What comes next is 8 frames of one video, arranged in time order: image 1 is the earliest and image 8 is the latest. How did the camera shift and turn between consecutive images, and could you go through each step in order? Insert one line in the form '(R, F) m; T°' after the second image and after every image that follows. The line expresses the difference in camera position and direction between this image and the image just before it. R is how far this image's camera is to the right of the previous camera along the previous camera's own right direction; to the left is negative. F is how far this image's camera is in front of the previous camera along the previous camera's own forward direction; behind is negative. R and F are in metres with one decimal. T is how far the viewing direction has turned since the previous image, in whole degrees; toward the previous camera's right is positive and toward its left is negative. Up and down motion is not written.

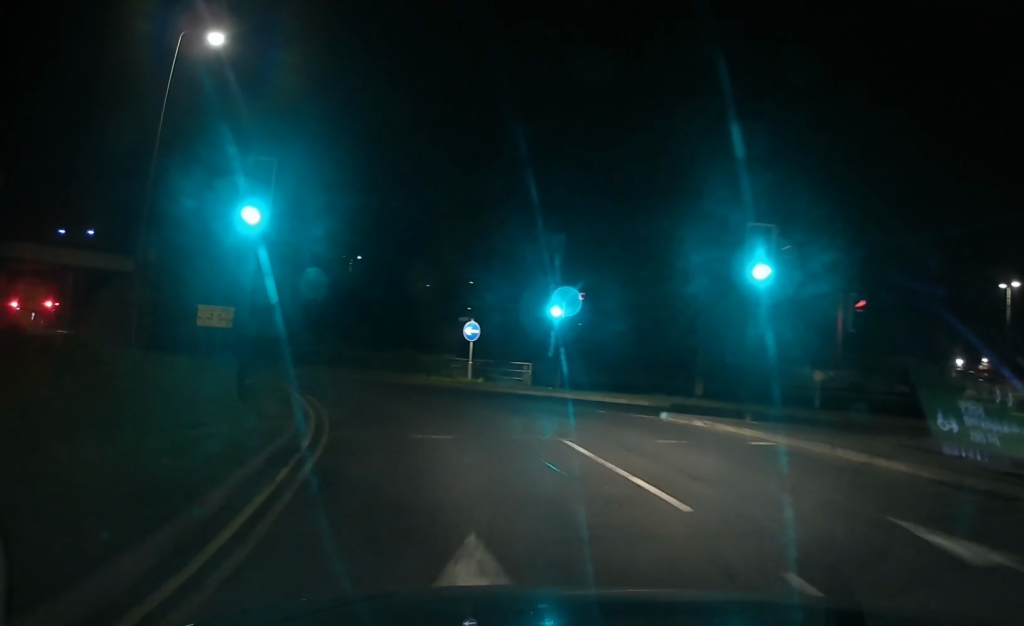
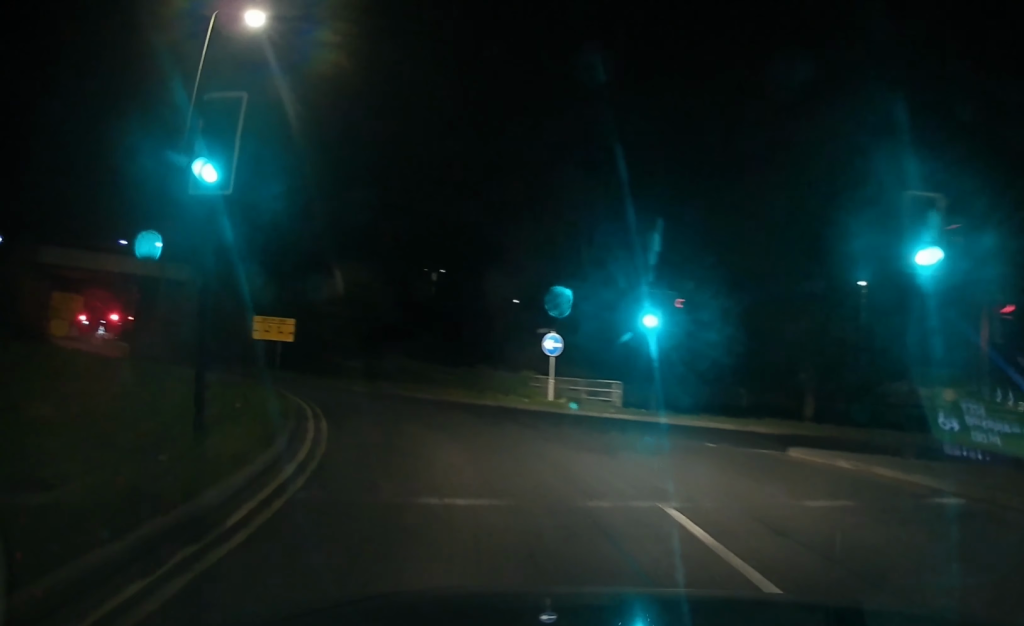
(-0.3, +3.8) m; -6°
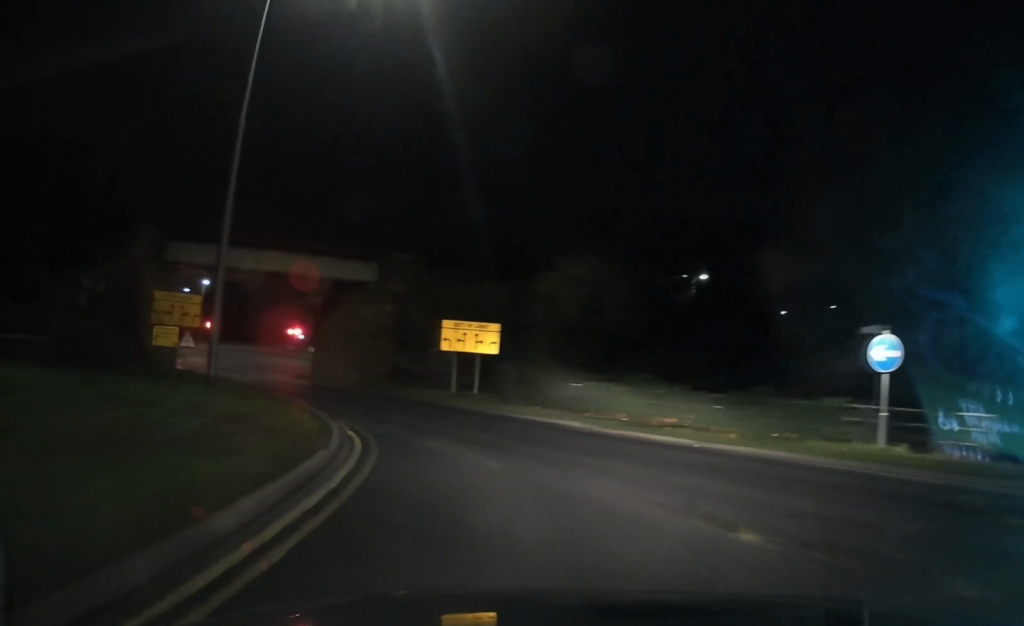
(-1.3, +10.7) m; -15°
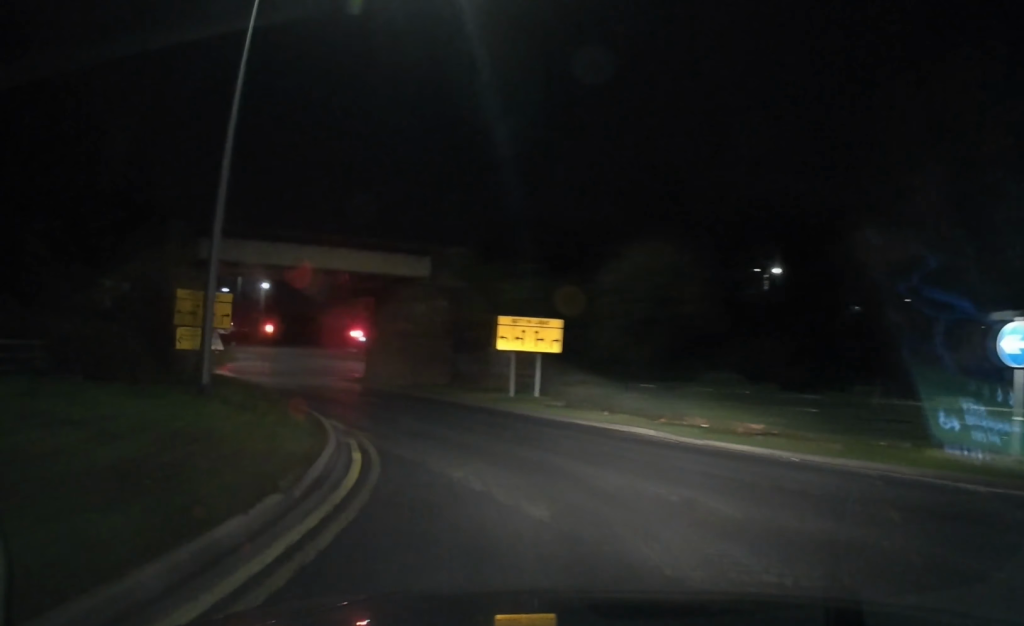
(-0.2, +2.8) m; -6°
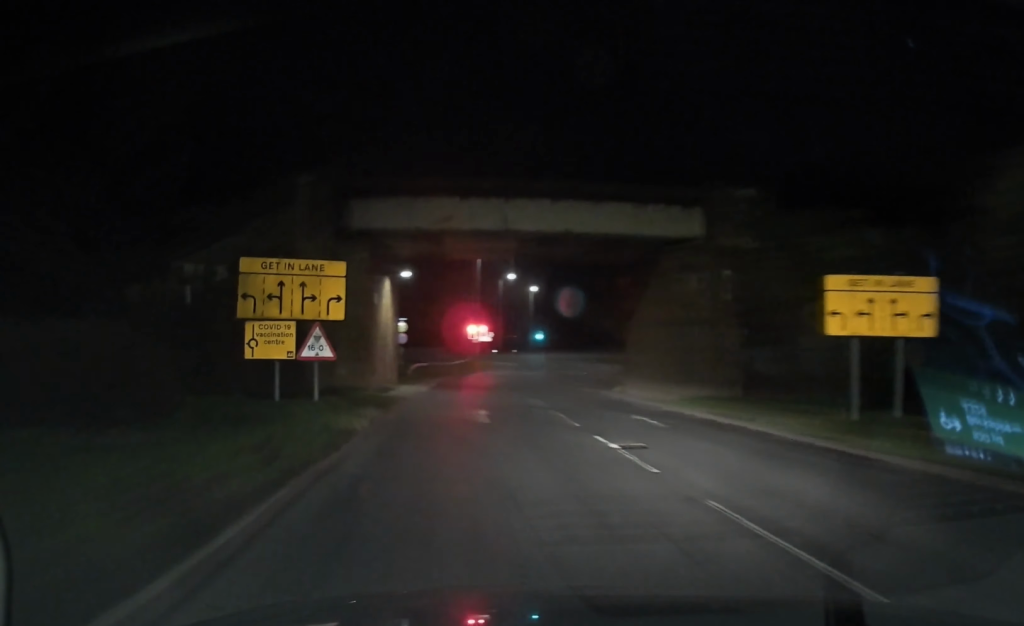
(-2.5, +11.9) m; -21°
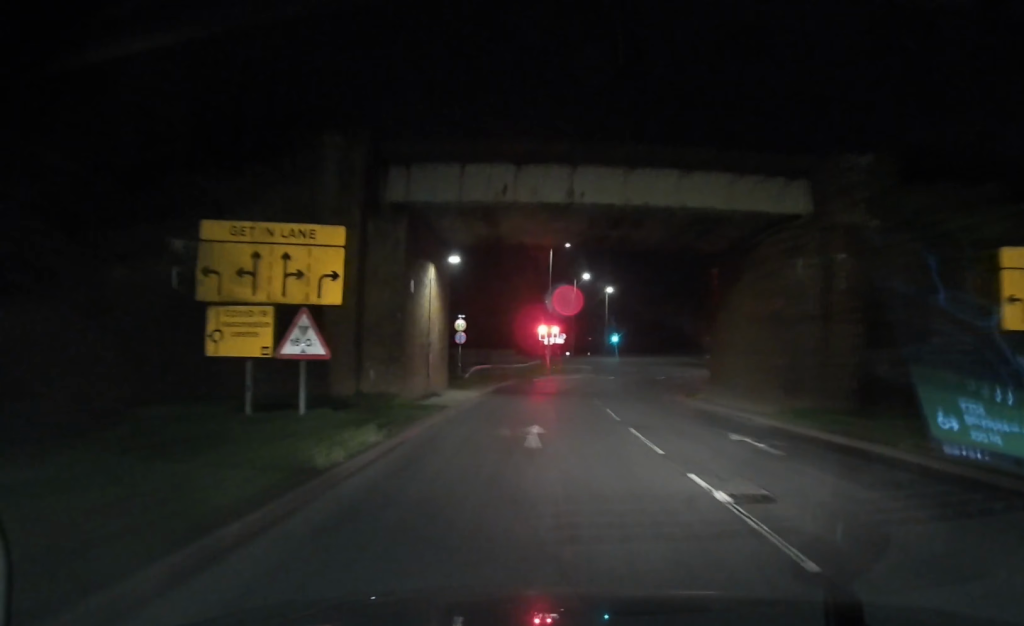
(-0.2, +4.3) m; -4°
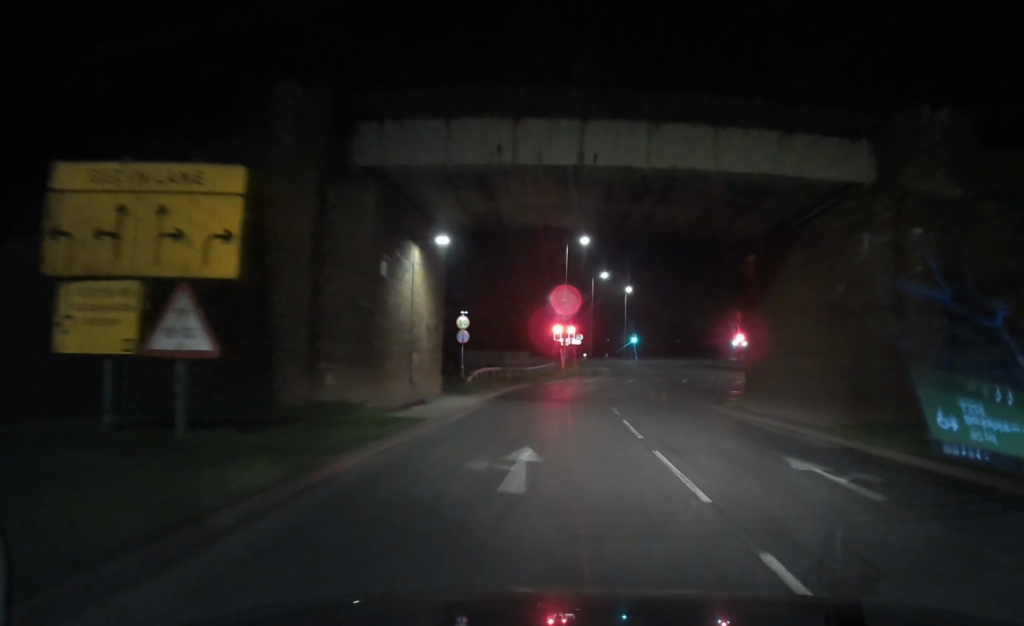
(-0.2, +3.7) m; -2°
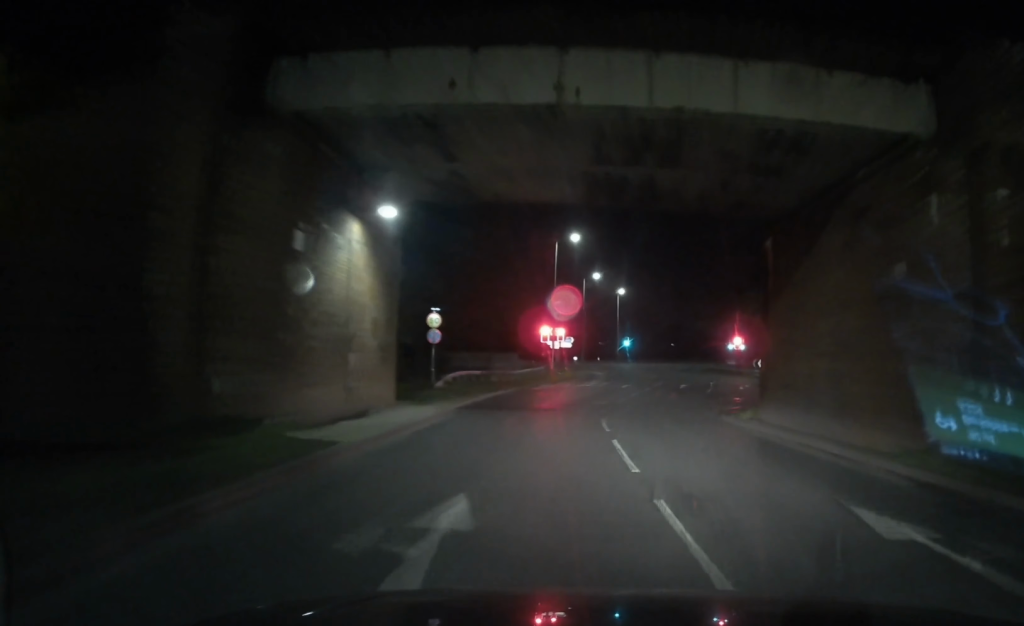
(-0.1, +3.9) m; 0°
